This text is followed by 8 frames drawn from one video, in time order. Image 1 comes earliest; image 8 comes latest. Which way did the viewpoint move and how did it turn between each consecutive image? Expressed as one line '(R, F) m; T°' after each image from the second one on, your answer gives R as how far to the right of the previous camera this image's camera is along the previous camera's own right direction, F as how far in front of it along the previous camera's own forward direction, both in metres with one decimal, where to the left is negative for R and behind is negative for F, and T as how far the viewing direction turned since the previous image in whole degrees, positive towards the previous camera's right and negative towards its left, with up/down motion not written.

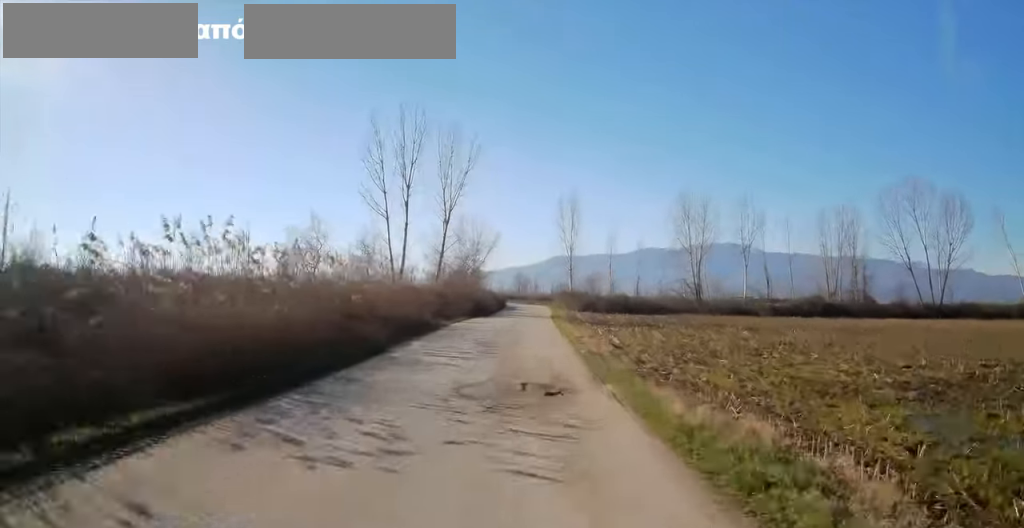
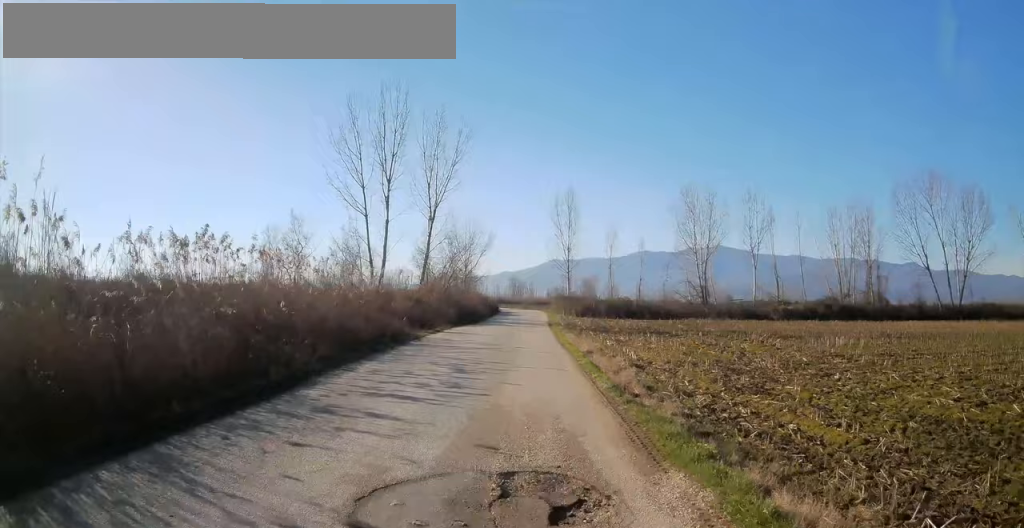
(+0.1, +5.8) m; 0°
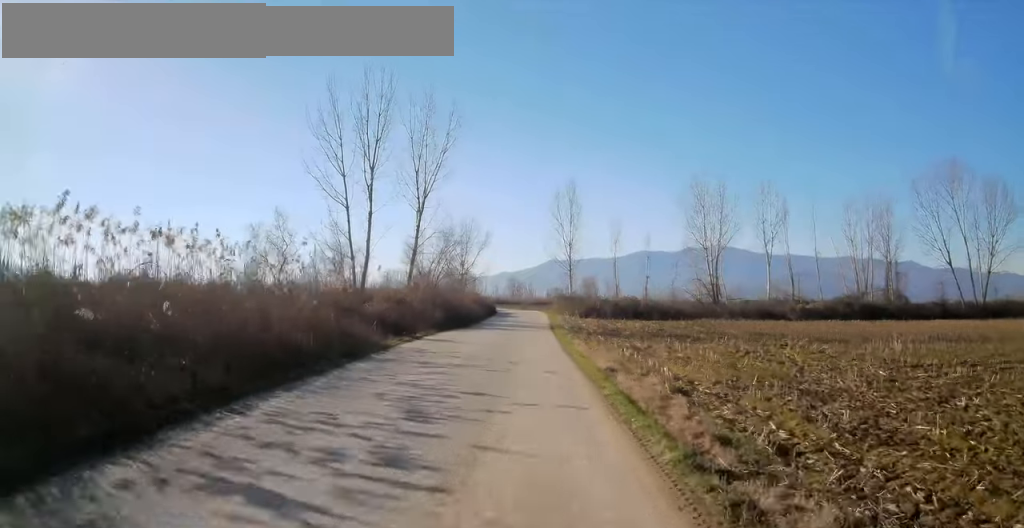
(0.0, +5.3) m; 0°
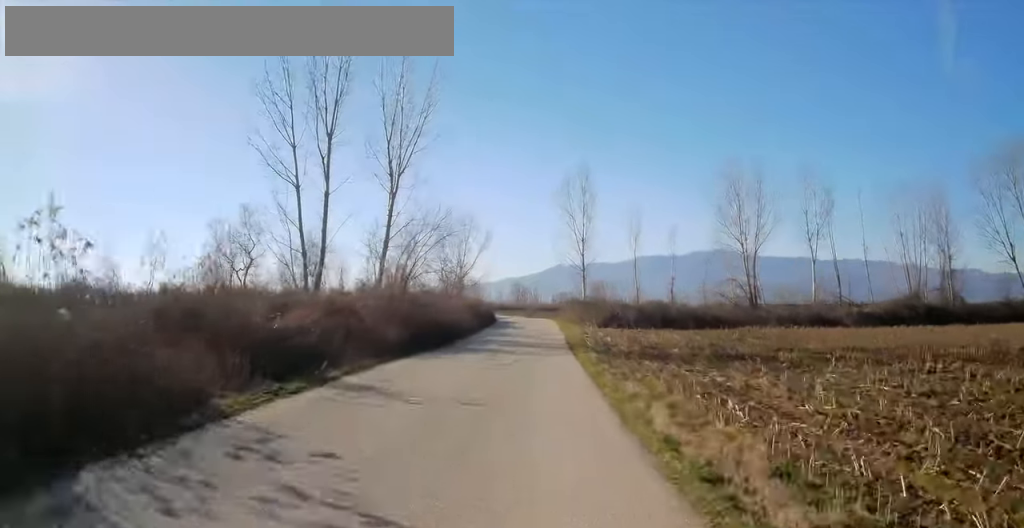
(0.0, +11.7) m; 0°
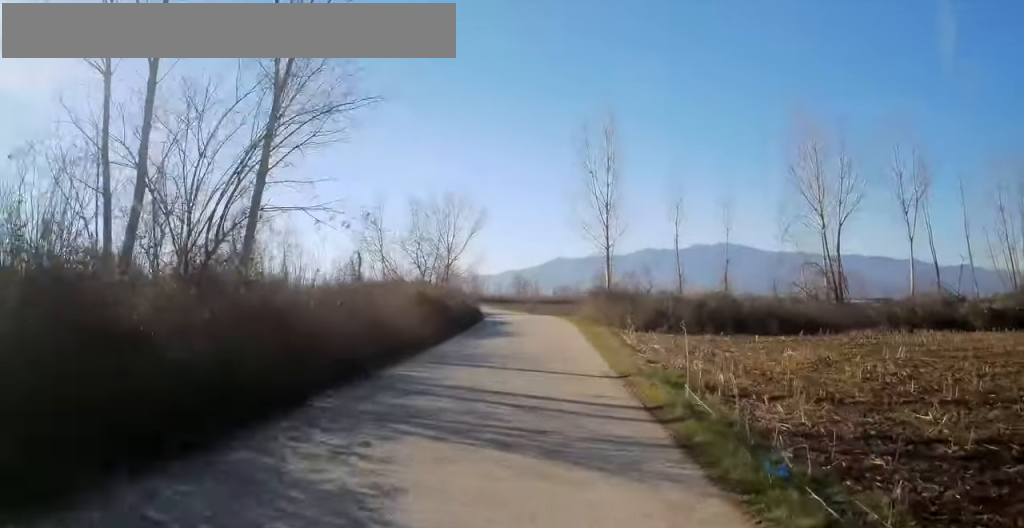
(0.0, +18.7) m; 0°
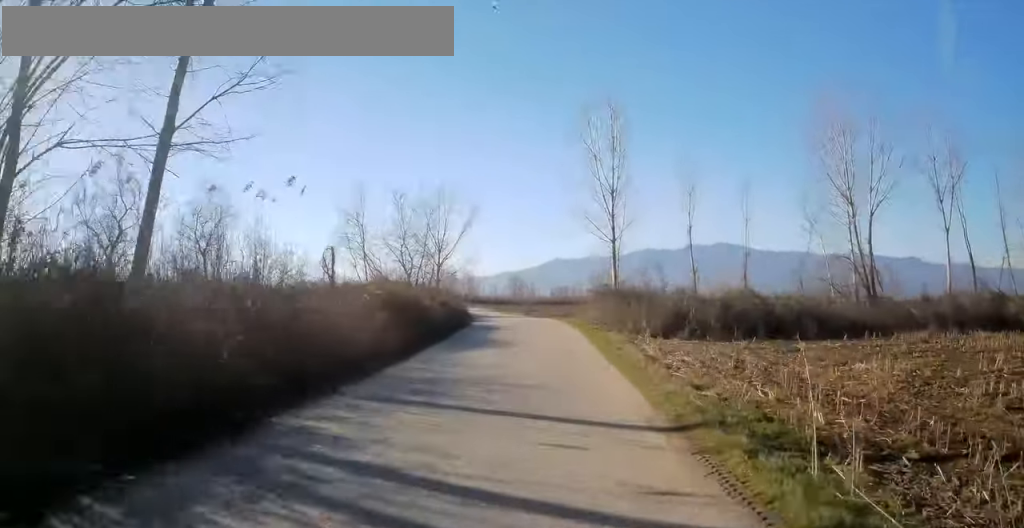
(0.0, +5.5) m; 0°
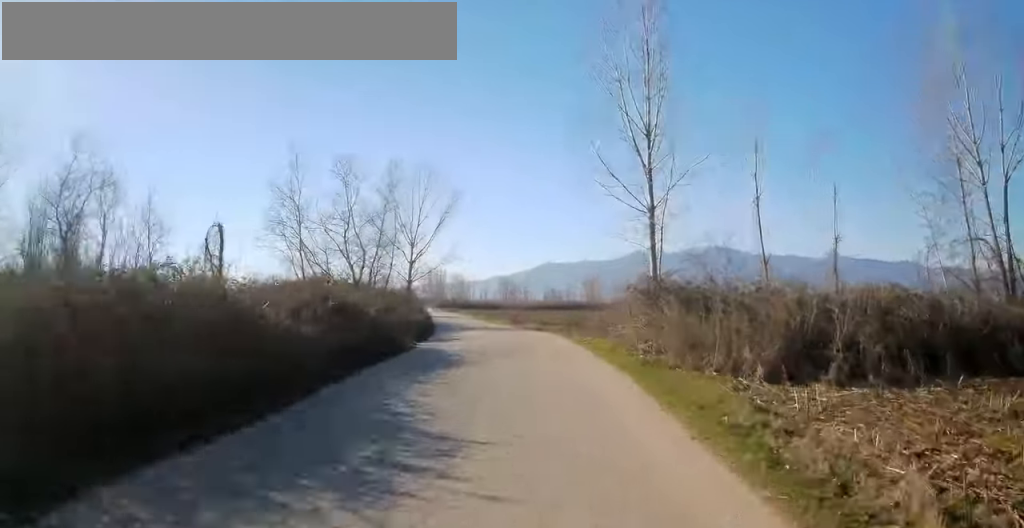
(0.0, +14.9) m; 0°
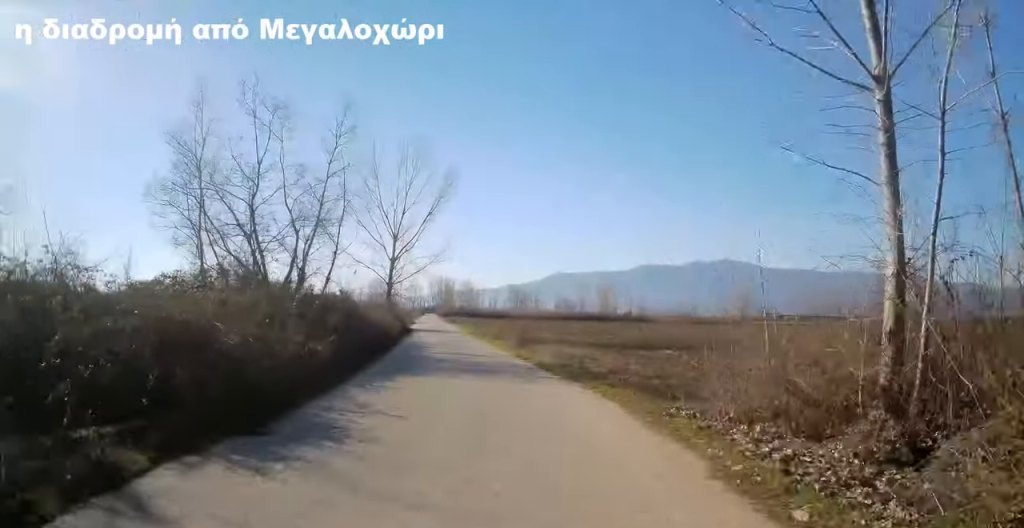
(0.0, +16.3) m; -2°
